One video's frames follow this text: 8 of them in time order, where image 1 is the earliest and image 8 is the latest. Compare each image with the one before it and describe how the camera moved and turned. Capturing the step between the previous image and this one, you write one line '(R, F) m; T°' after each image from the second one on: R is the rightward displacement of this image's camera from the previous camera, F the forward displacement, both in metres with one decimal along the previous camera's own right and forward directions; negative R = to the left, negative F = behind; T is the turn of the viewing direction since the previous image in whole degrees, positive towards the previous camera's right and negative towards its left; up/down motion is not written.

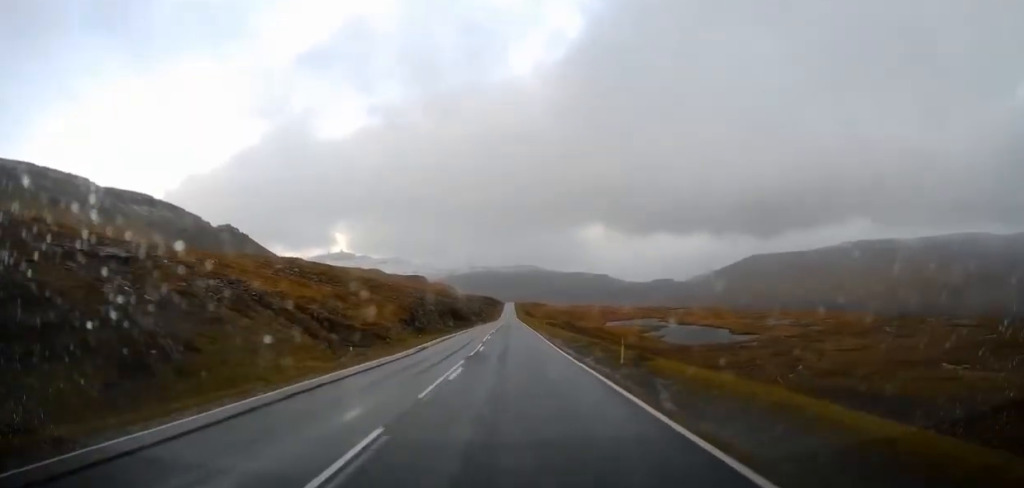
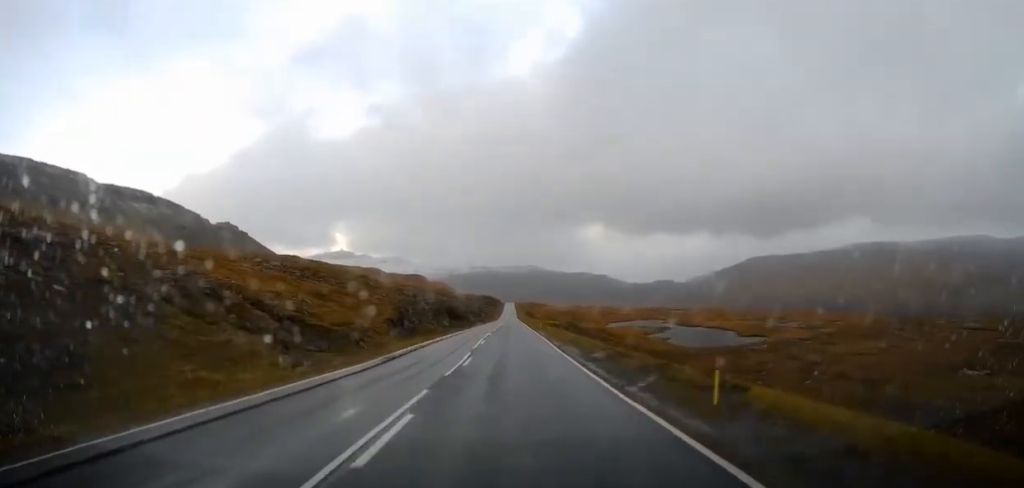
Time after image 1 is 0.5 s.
(-0.1, +7.7) m; 0°
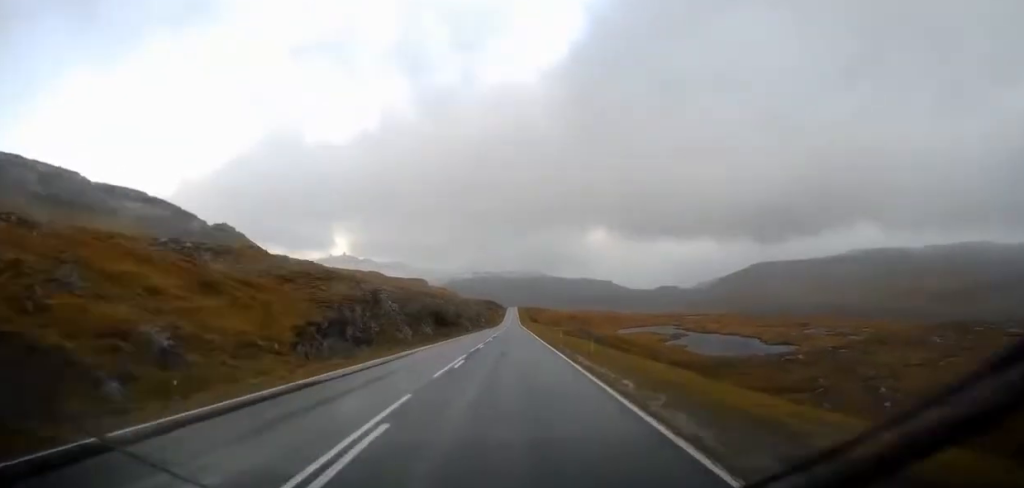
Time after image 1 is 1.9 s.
(+0.4, +24.3) m; +1°
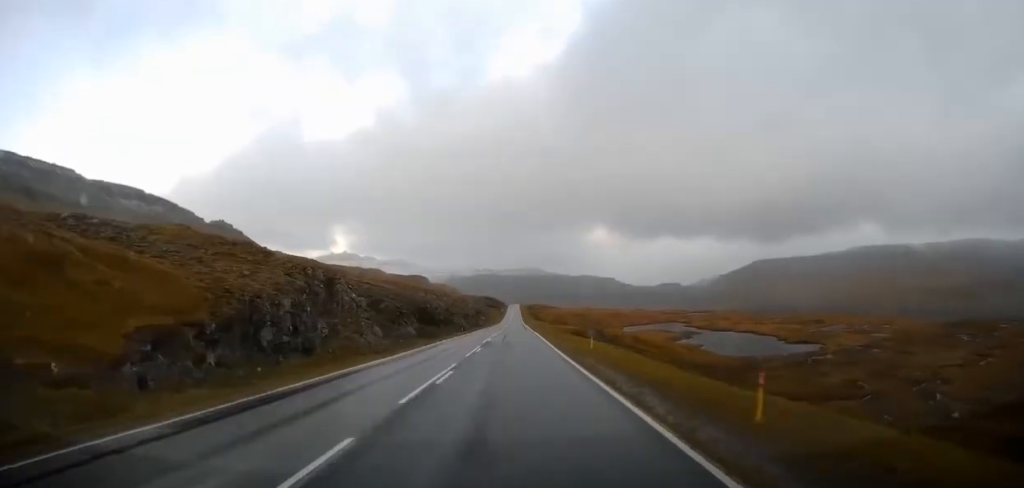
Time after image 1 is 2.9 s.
(-0.1, +15.7) m; 0°
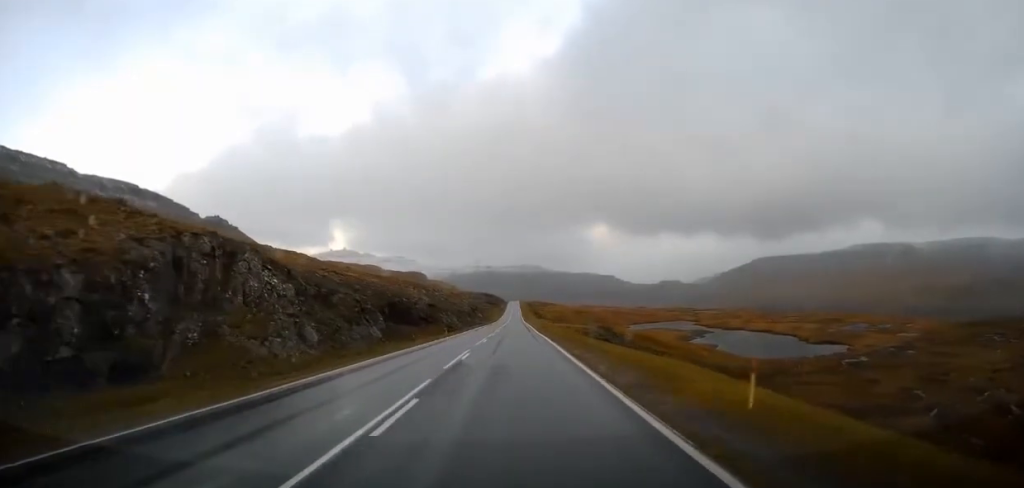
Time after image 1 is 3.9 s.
(+0.1, +17.6) m; 0°
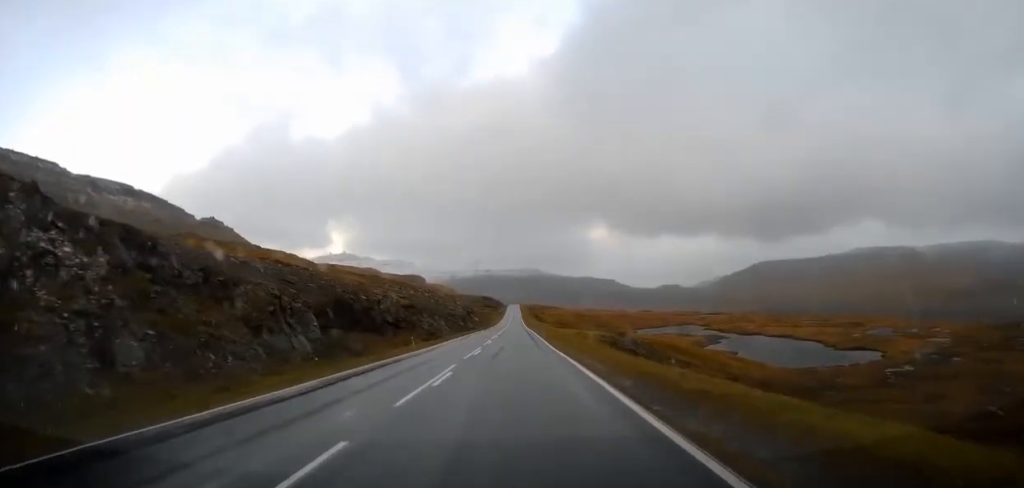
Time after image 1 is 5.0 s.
(-0.2, +18.3) m; 0°
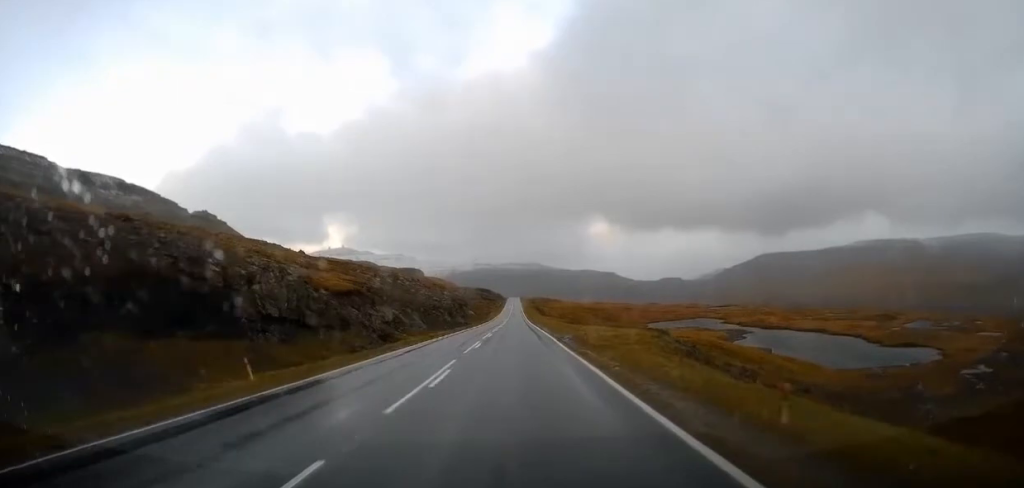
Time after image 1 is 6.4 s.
(+0.5, +25.0) m; +2°
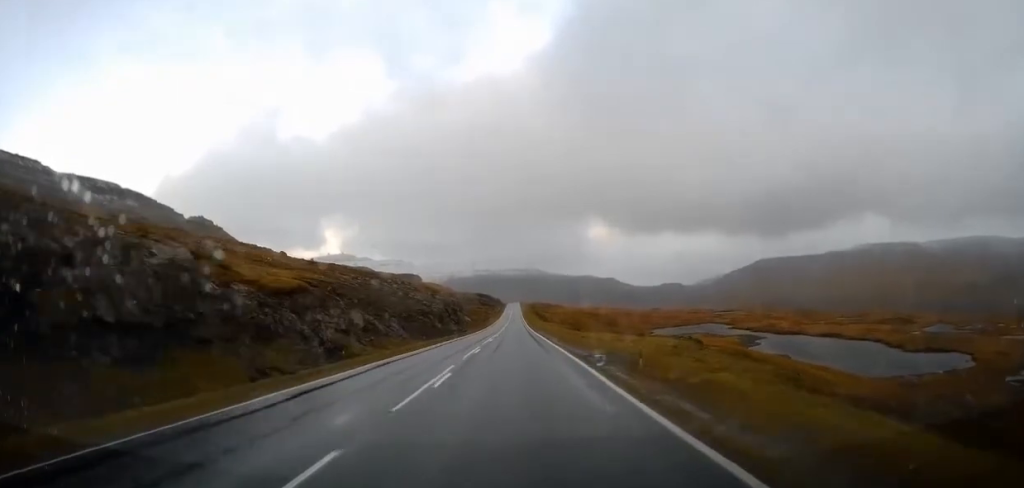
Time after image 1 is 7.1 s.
(+0.1, +12.0) m; -1°
